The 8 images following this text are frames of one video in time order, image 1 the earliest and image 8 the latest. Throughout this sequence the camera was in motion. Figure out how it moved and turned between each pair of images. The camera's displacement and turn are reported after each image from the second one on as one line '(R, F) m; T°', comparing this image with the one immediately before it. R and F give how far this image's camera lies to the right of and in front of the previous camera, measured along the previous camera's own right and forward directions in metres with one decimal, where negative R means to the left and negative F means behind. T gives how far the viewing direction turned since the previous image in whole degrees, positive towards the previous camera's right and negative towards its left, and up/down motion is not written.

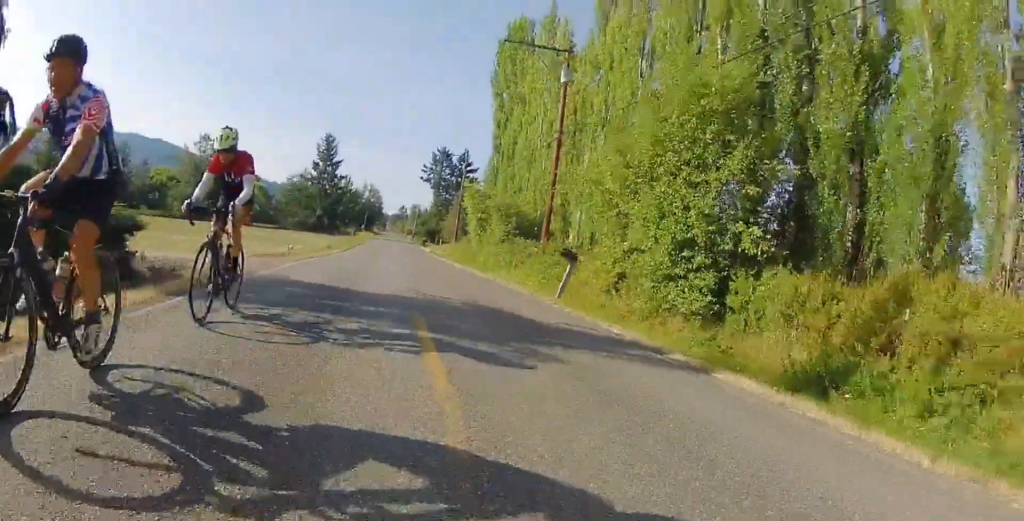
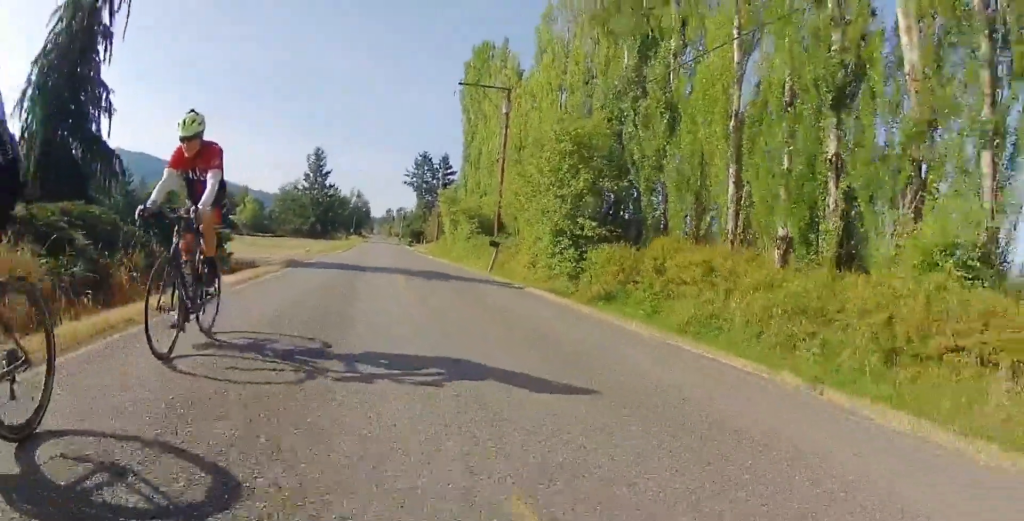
(0.0, +8.4) m; -1°
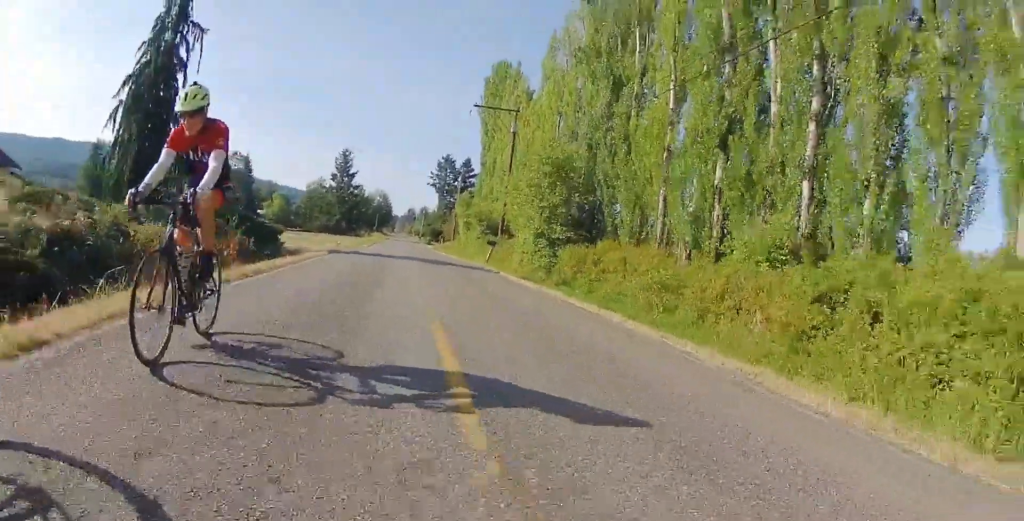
(-0.1, +5.8) m; -1°
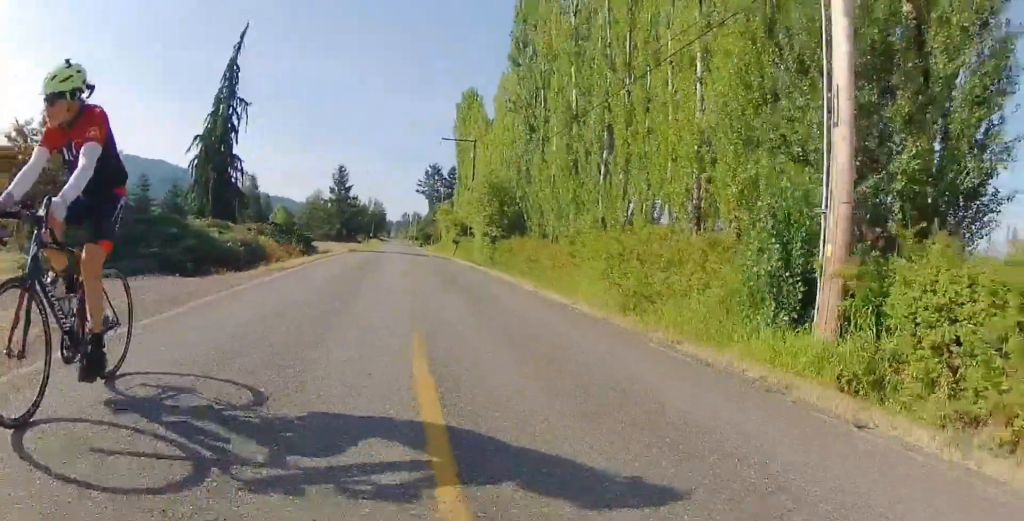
(-0.1, +13.2) m; 0°
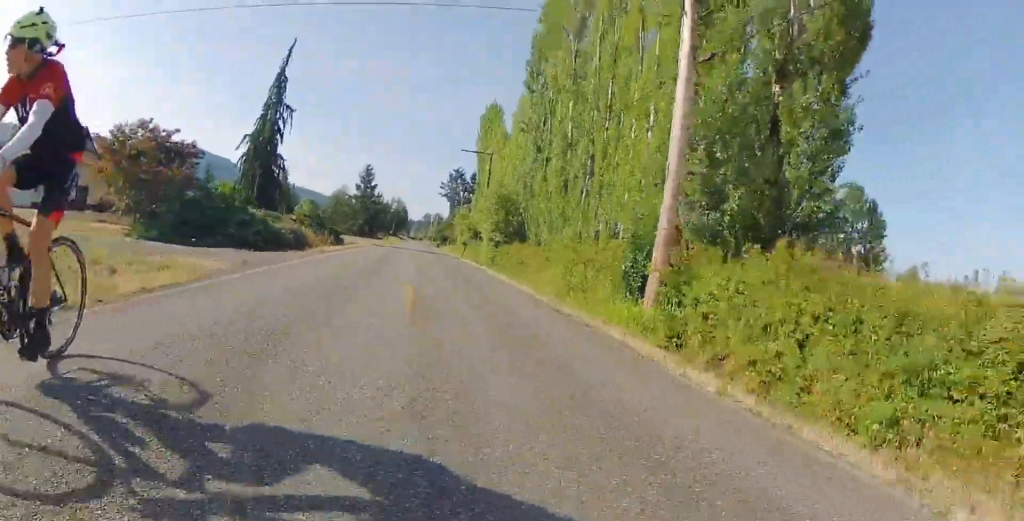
(0.0, +6.0) m; 0°
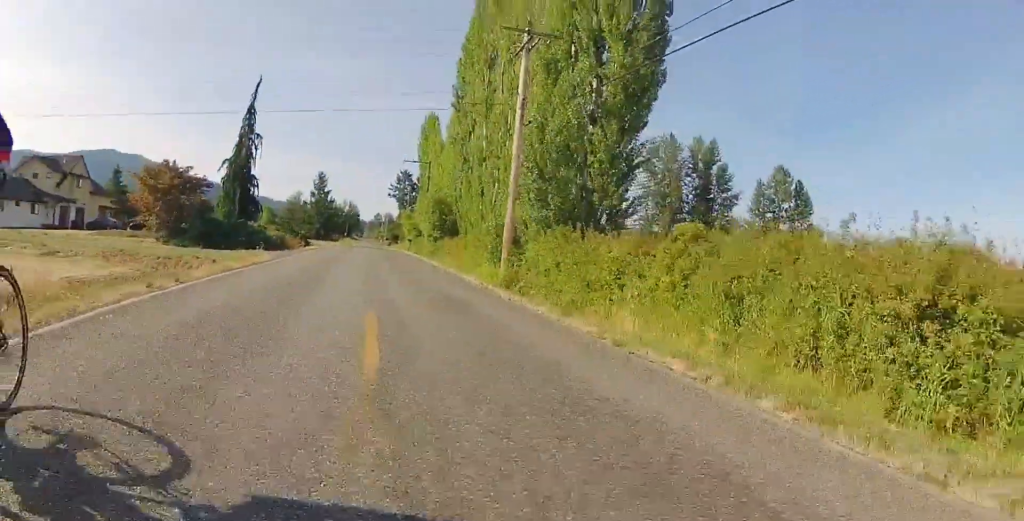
(0.0, +9.8) m; +2°
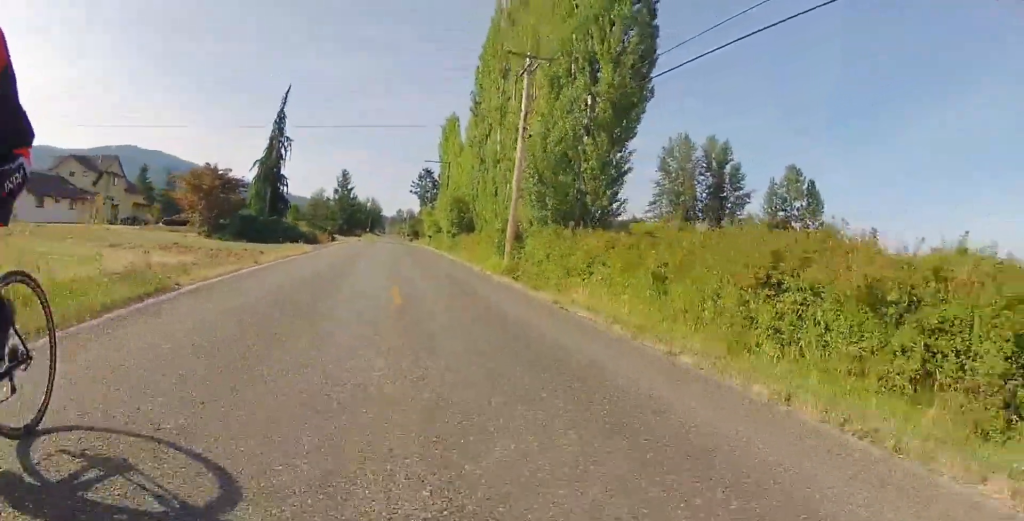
(0.0, +3.8) m; +1°
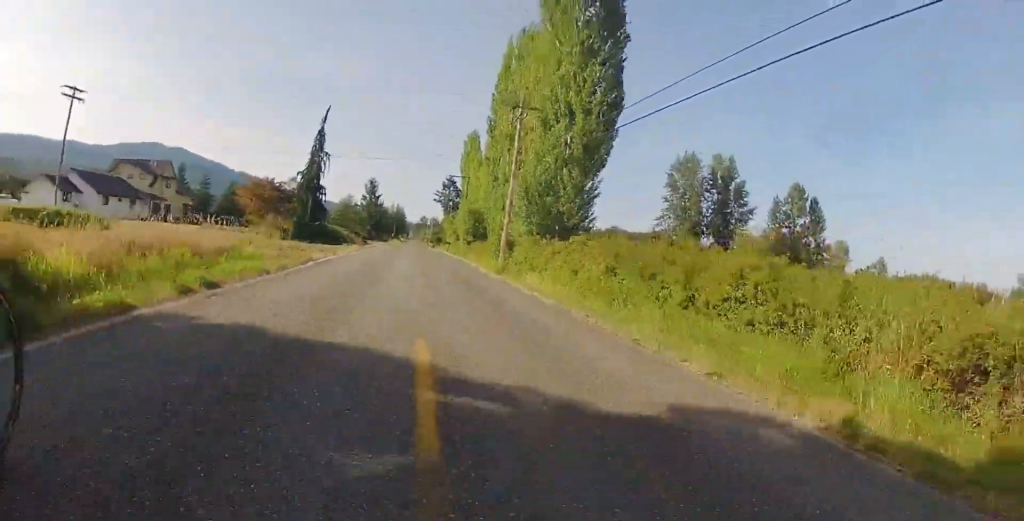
(+0.1, +8.9) m; -1°
